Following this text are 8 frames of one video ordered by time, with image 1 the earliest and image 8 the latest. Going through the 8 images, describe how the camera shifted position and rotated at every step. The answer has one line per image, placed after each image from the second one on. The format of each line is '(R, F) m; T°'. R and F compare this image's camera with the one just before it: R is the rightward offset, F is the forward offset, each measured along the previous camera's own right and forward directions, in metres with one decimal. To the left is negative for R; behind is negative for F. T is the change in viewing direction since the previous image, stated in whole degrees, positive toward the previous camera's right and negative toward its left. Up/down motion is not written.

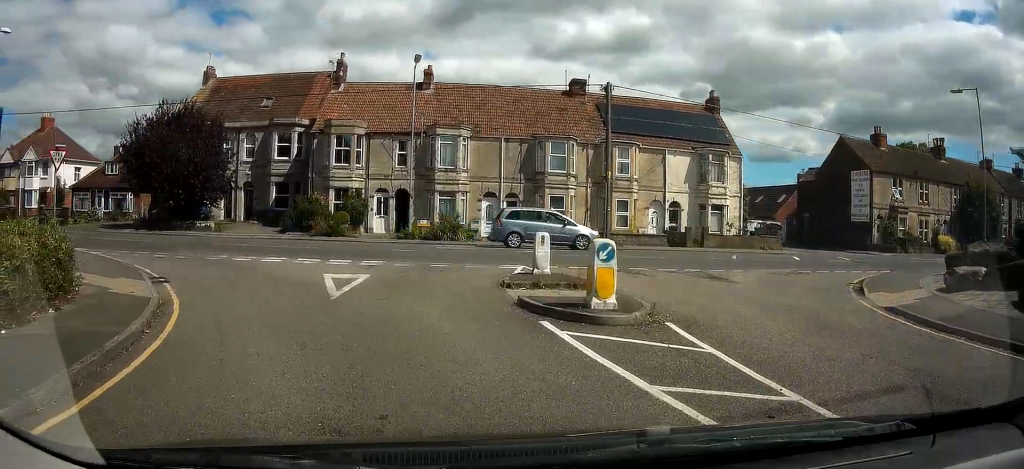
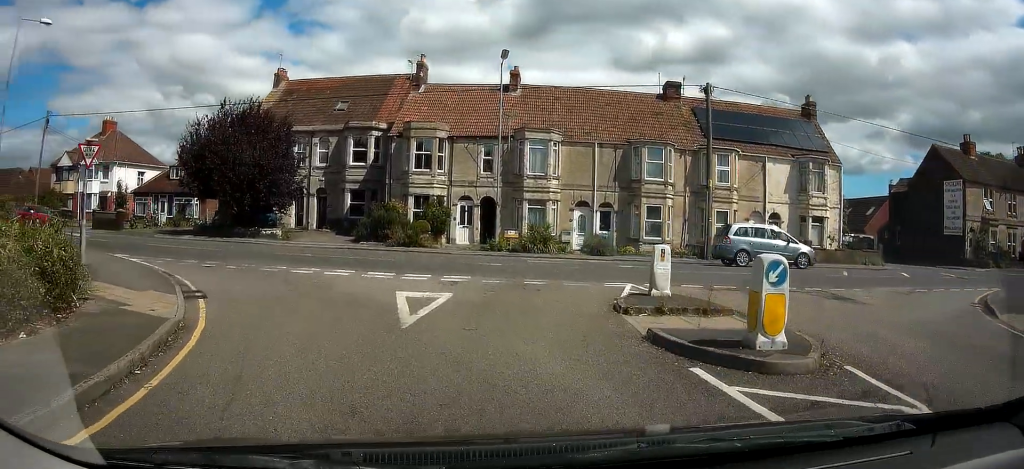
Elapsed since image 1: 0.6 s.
(-0.2, +2.0) m; -8°
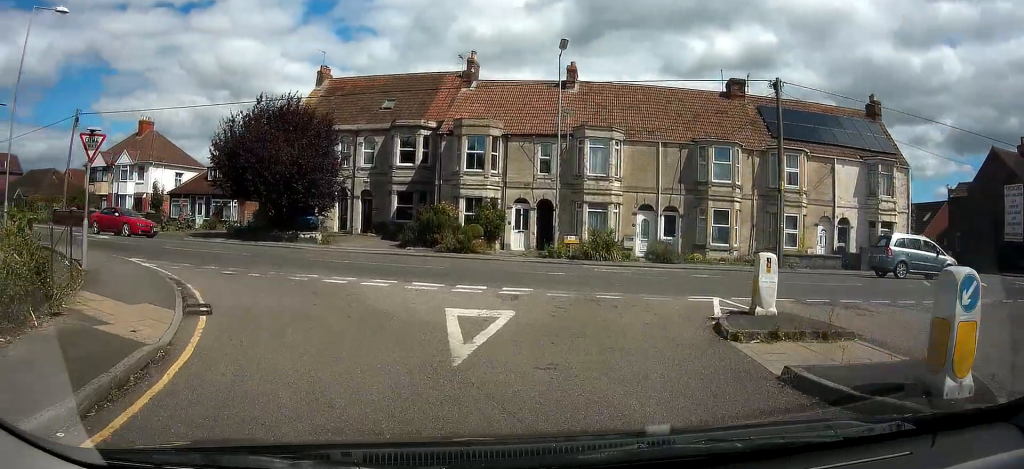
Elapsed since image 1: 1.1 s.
(0.0, +1.8) m; -5°
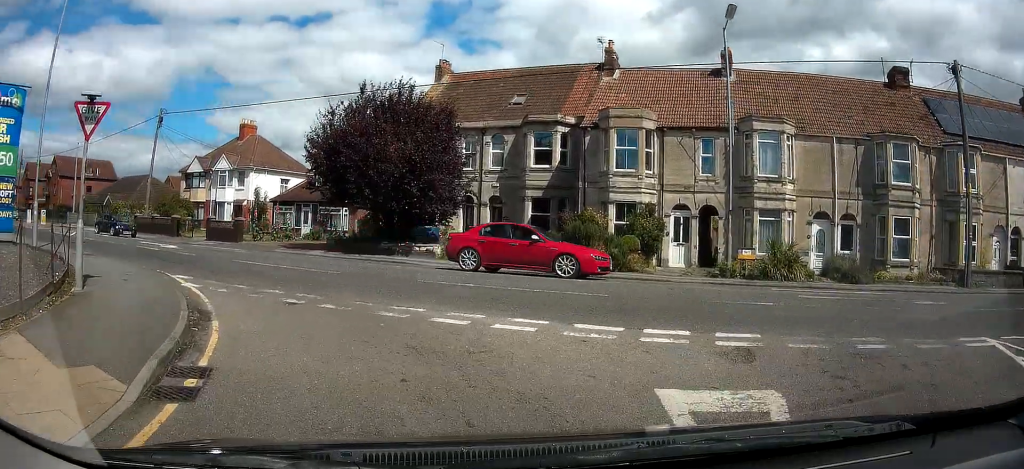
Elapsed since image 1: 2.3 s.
(-0.6, +4.2) m; -15°
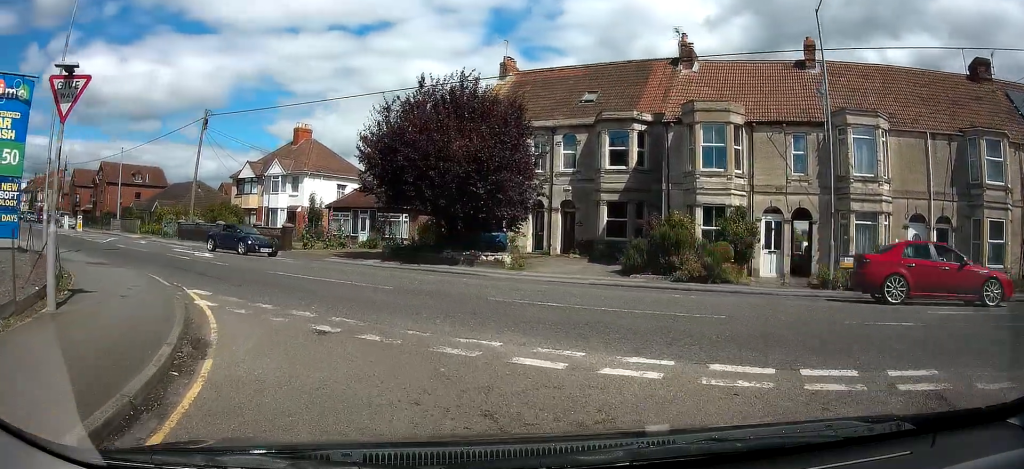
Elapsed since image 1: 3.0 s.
(-0.1, +2.1) m; -9°
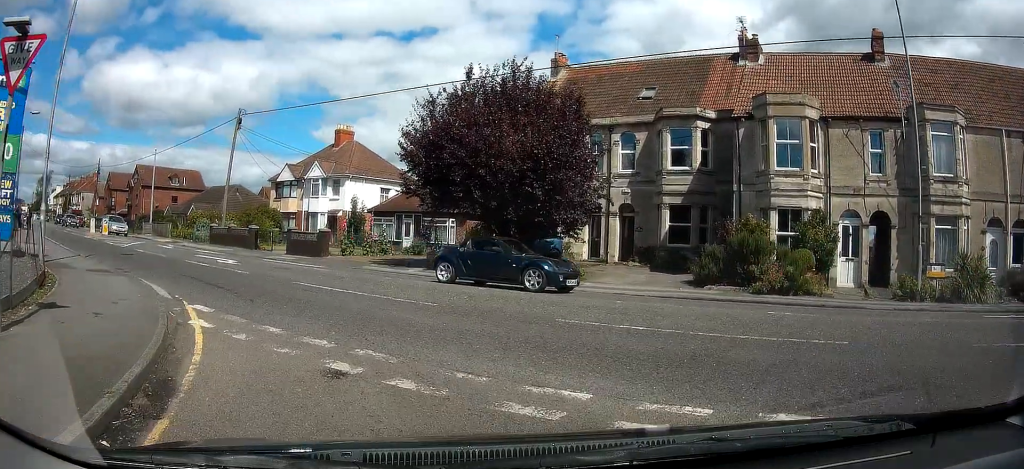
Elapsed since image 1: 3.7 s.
(-0.2, +2.0) m; -11°
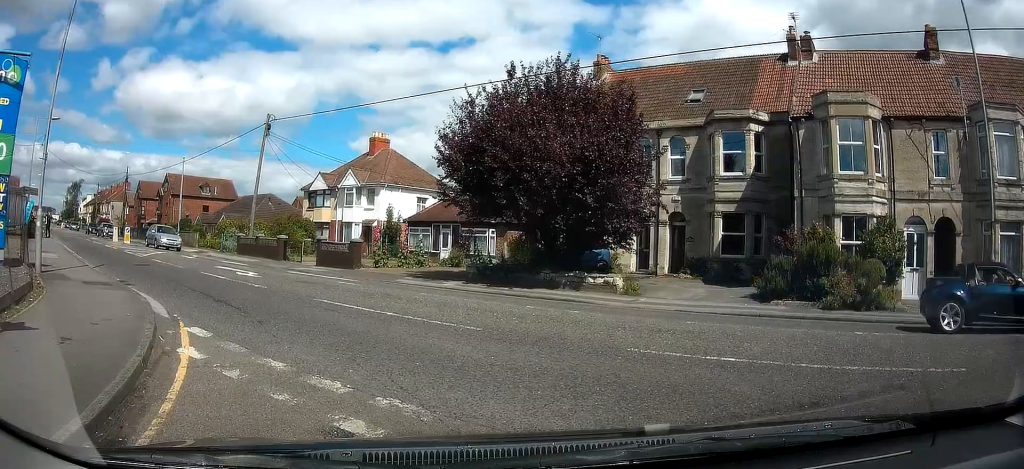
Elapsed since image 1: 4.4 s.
(-0.2, +1.8) m; -10°
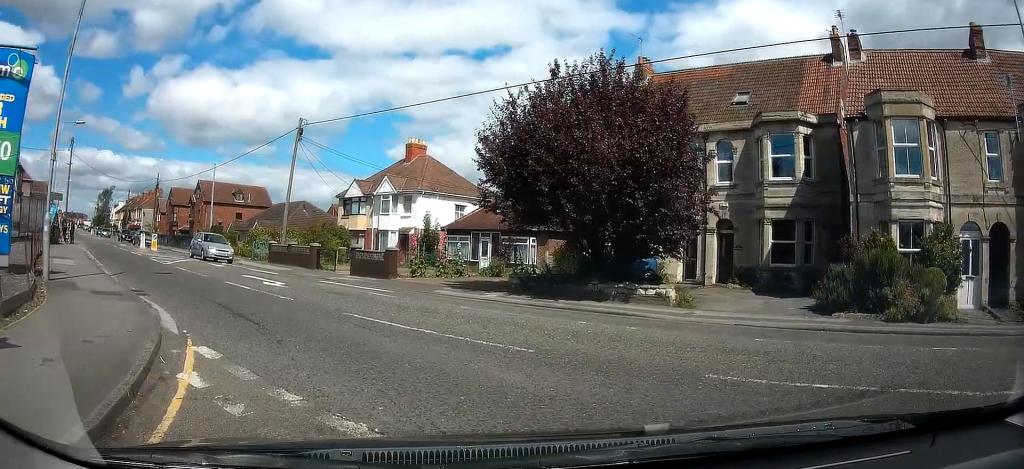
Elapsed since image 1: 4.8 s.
(-0.1, +1.3) m; -4°
